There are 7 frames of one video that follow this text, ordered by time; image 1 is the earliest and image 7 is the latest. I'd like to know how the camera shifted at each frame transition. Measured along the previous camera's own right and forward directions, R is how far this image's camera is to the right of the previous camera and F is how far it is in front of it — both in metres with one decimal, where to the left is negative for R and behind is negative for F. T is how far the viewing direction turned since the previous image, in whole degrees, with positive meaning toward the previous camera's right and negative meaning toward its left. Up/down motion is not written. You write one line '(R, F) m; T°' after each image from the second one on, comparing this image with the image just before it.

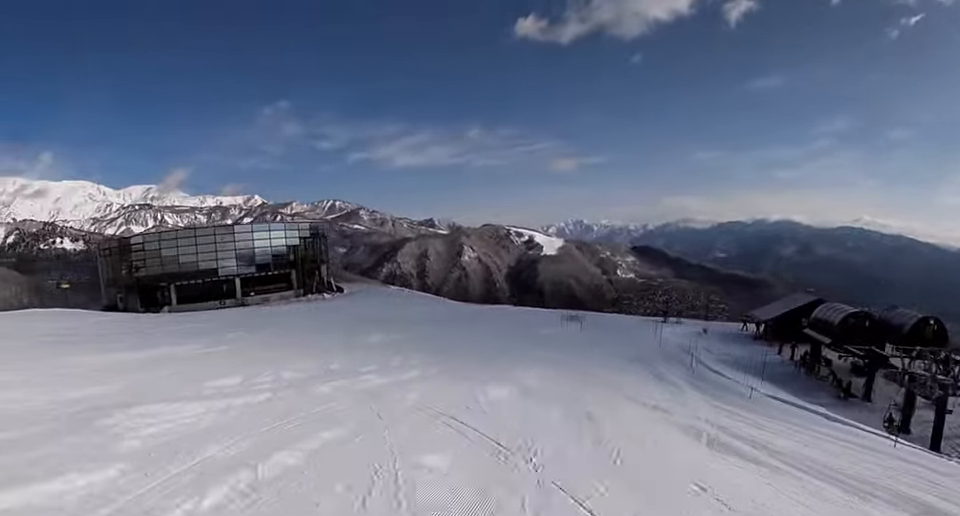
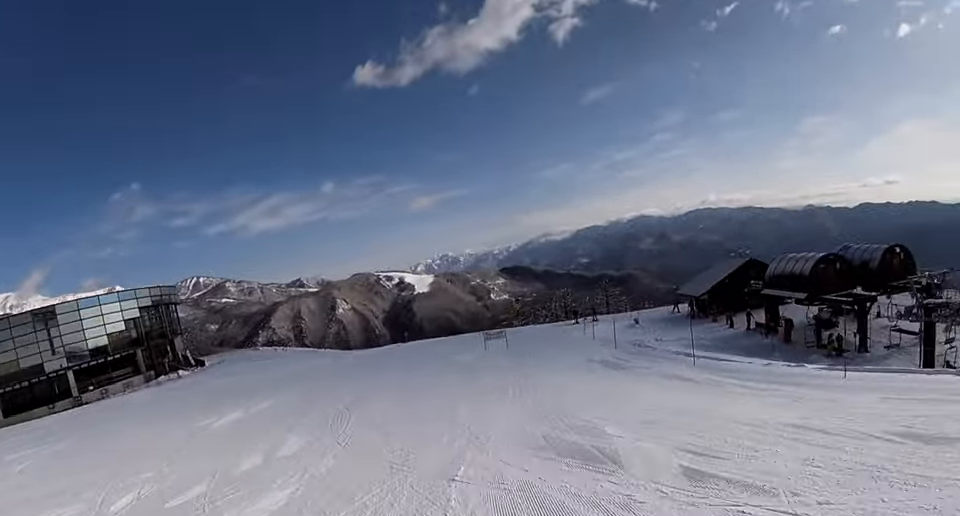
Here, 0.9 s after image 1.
(+0.1, +9.6) m; +12°
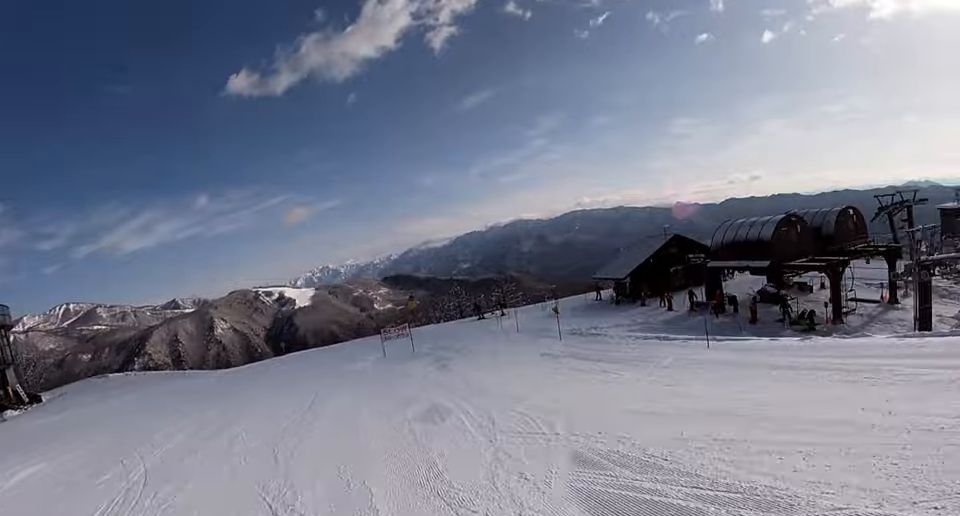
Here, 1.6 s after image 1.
(+1.4, +7.6) m; +13°
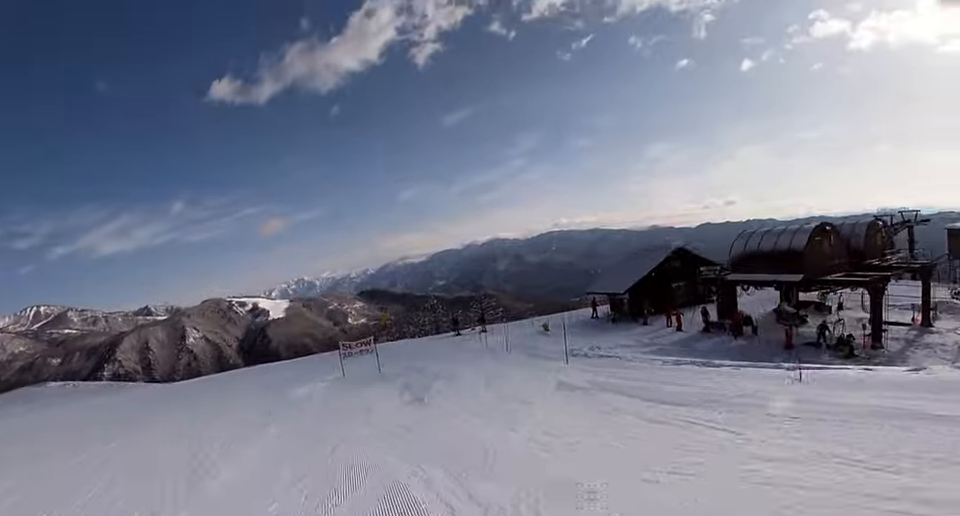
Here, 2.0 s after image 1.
(+0.3, +4.7) m; +1°
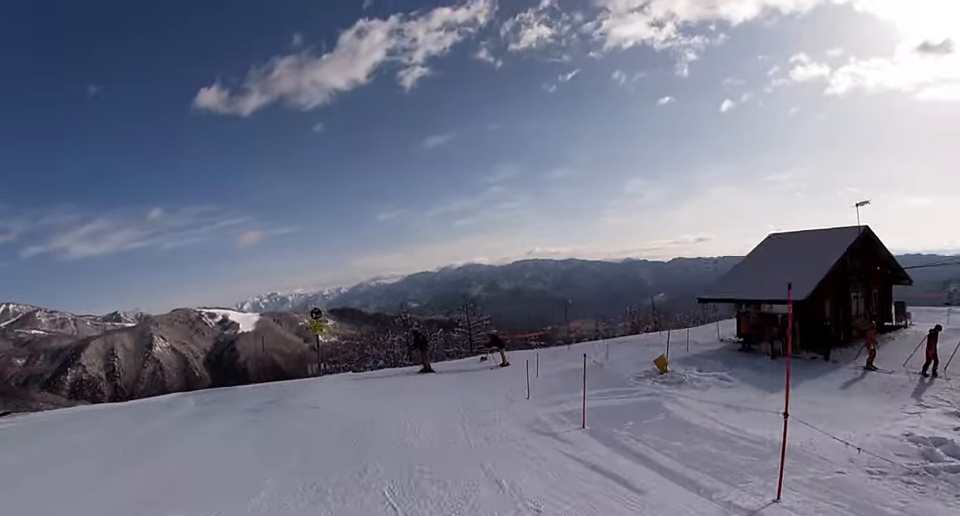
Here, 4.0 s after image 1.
(+0.4, +18.7) m; +11°
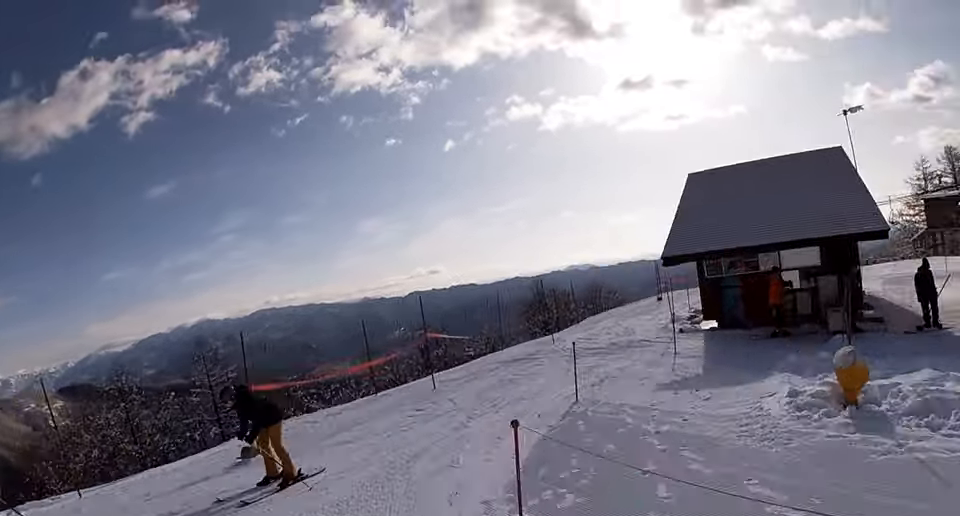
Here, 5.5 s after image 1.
(+2.5, +10.3) m; +23°
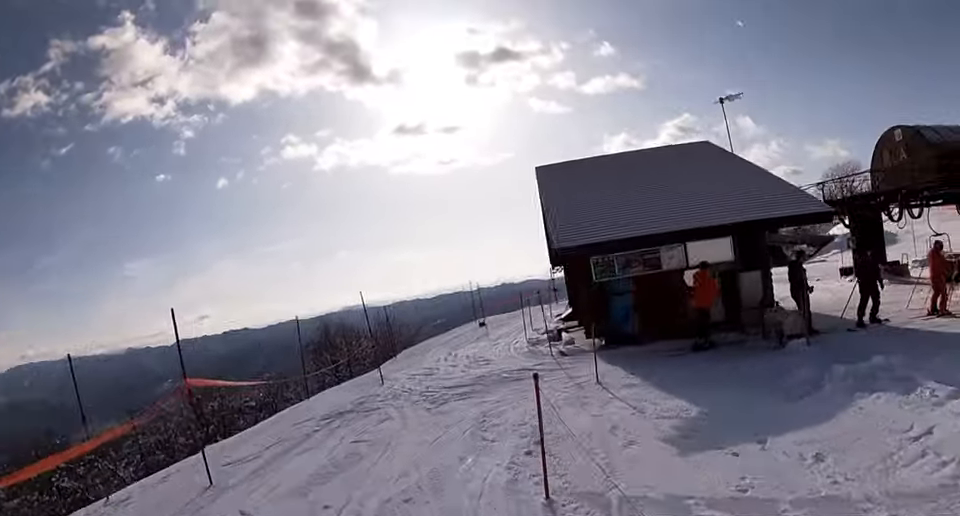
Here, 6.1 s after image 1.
(+0.1, +3.5) m; +15°
